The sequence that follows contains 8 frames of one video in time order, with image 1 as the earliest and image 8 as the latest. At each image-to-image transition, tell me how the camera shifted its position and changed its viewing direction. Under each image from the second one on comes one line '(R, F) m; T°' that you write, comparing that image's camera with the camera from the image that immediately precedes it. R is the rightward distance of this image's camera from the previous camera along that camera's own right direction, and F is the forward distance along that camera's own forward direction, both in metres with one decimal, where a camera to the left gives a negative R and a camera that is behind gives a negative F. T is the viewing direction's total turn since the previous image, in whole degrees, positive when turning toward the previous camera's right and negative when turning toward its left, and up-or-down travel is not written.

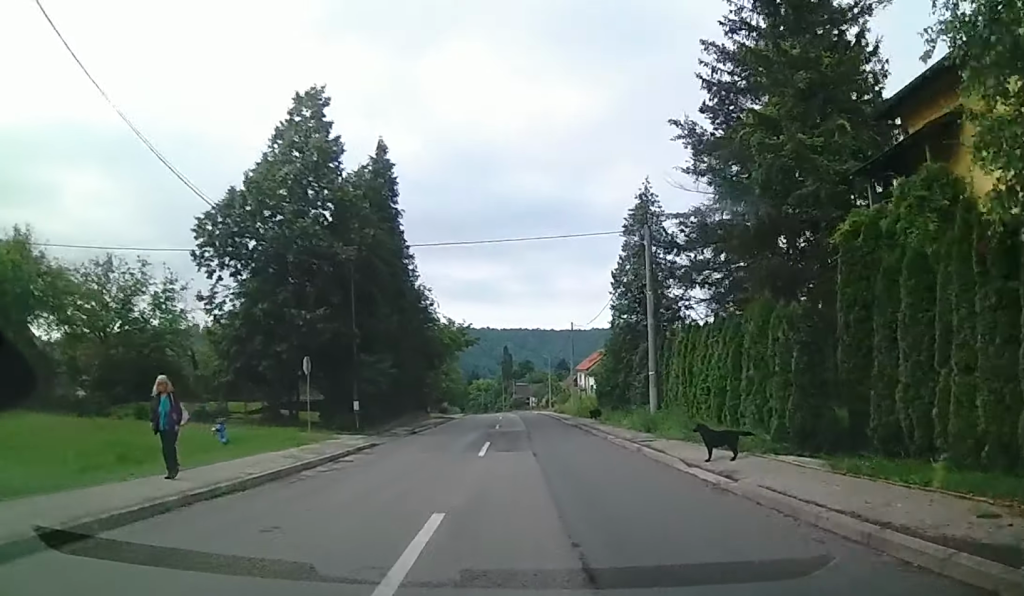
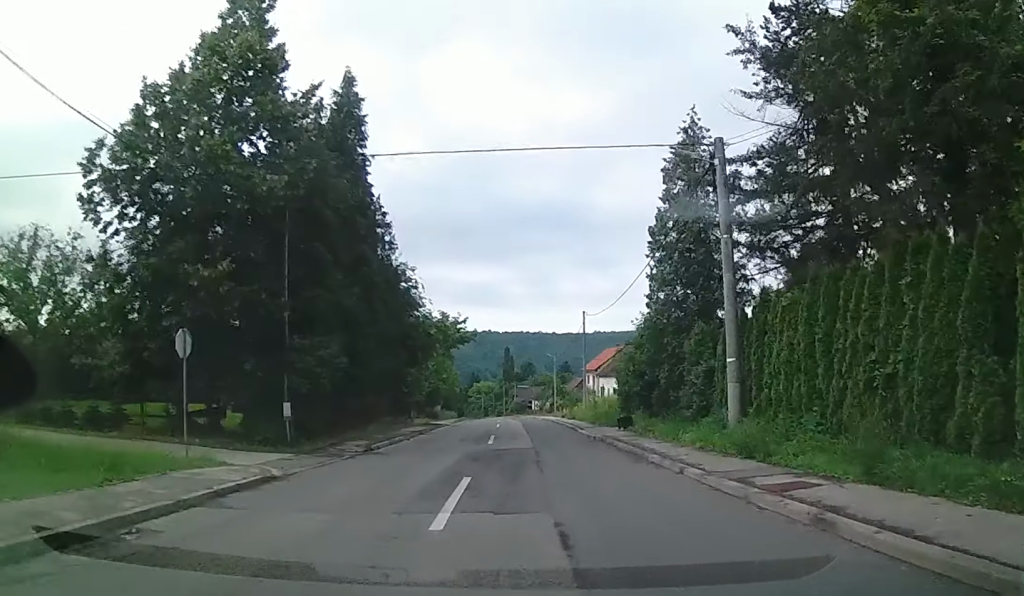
(+0.2, +9.2) m; +1°
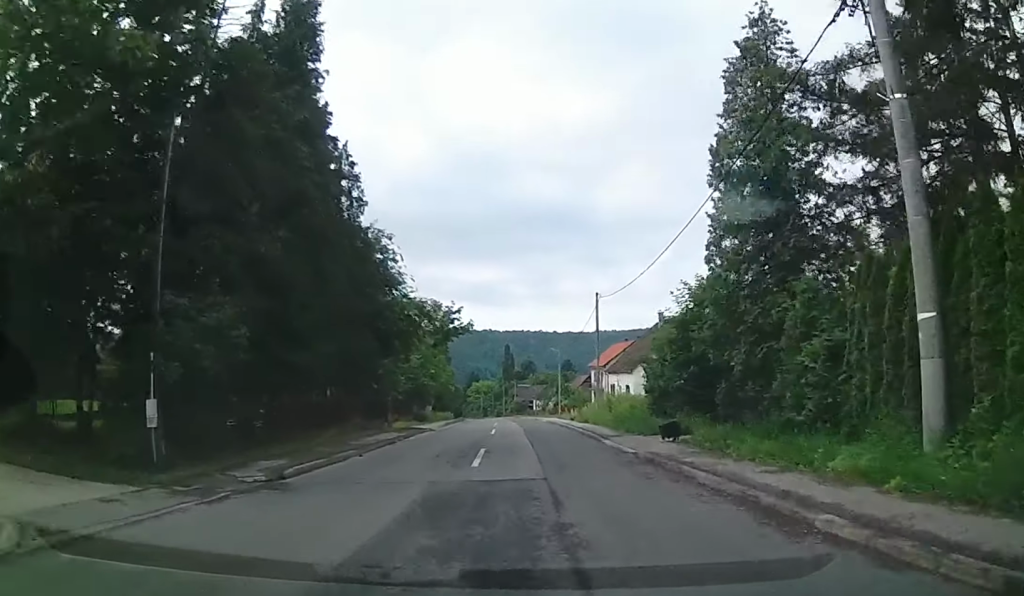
(+0.2, +8.1) m; 0°
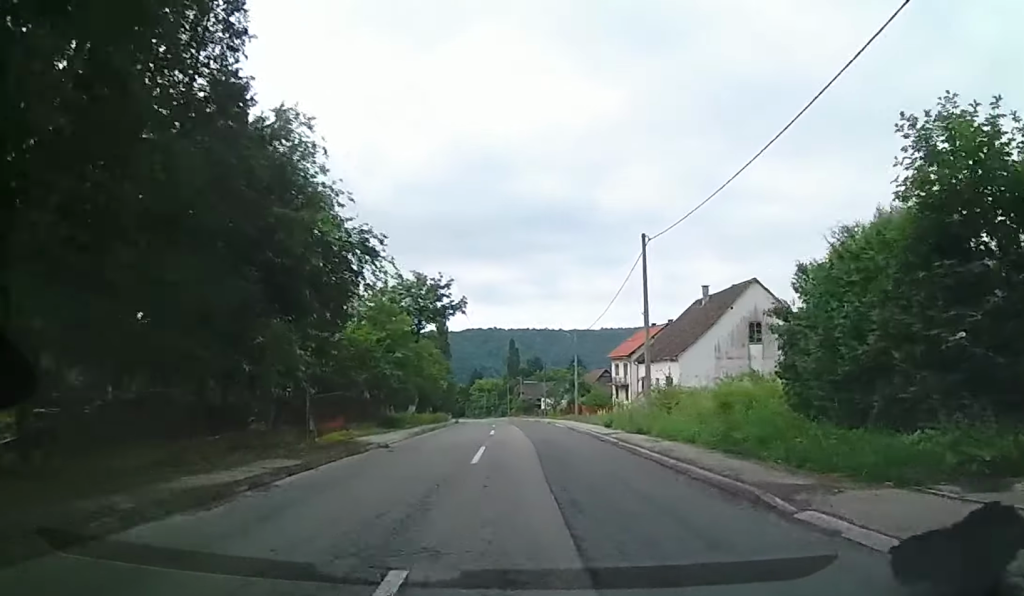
(-0.3, +14.7) m; -1°
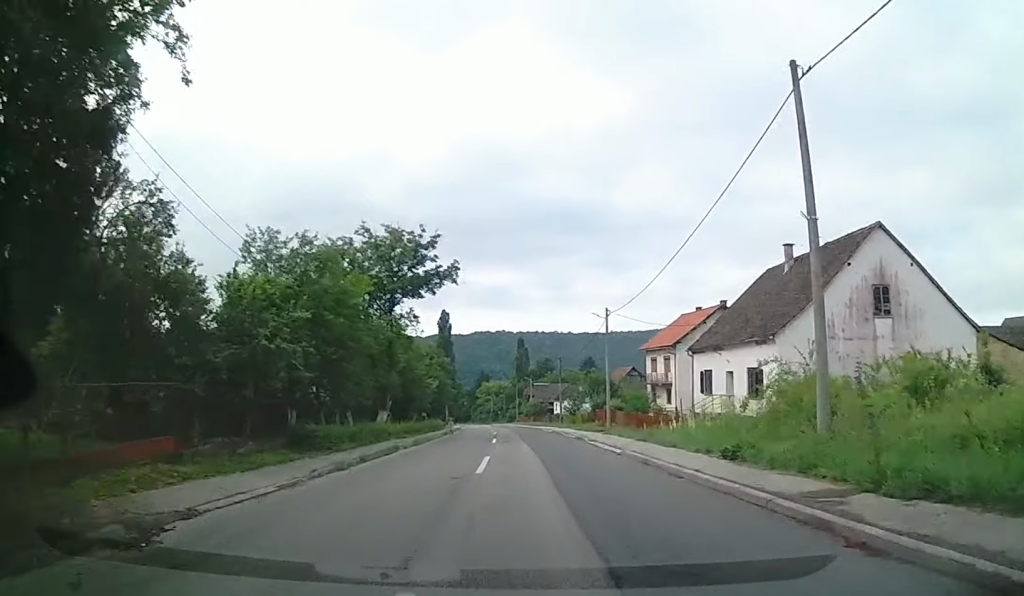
(0.0, +15.0) m; 0°
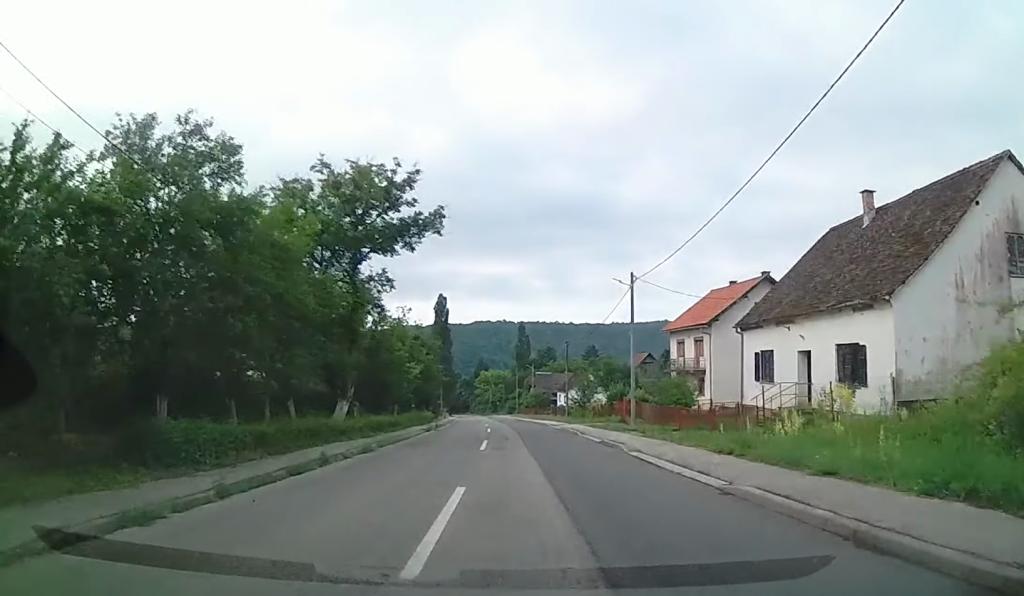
(0.0, +8.9) m; -1°
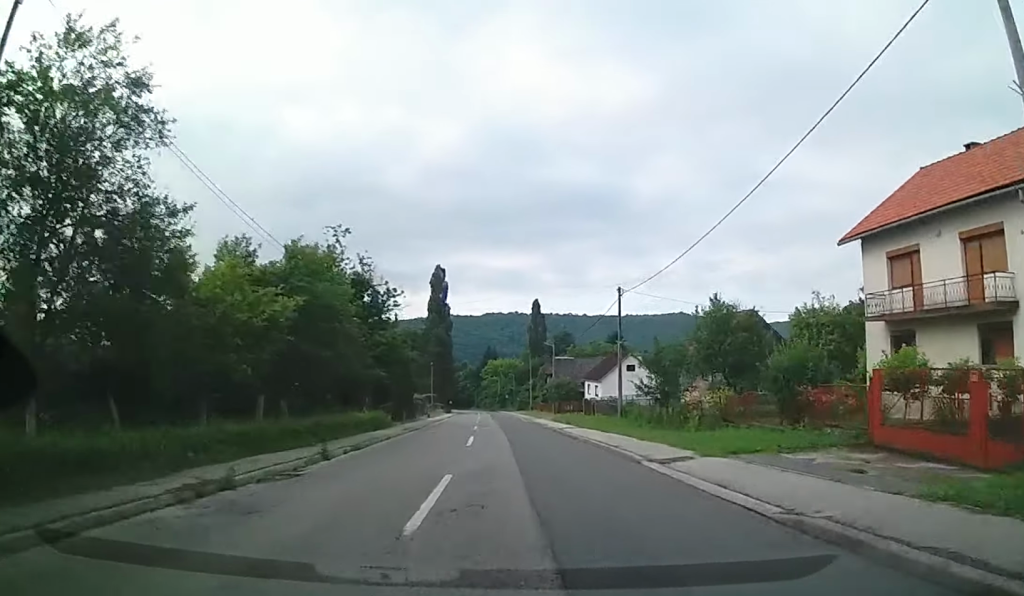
(-0.5, +28.0) m; -1°
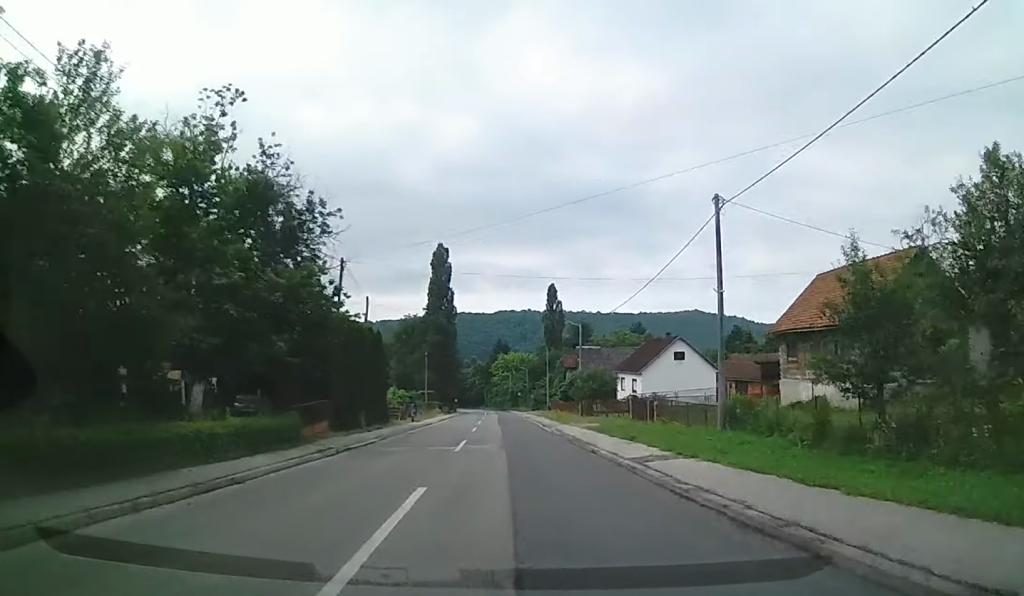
(-0.1, +17.7) m; -2°
